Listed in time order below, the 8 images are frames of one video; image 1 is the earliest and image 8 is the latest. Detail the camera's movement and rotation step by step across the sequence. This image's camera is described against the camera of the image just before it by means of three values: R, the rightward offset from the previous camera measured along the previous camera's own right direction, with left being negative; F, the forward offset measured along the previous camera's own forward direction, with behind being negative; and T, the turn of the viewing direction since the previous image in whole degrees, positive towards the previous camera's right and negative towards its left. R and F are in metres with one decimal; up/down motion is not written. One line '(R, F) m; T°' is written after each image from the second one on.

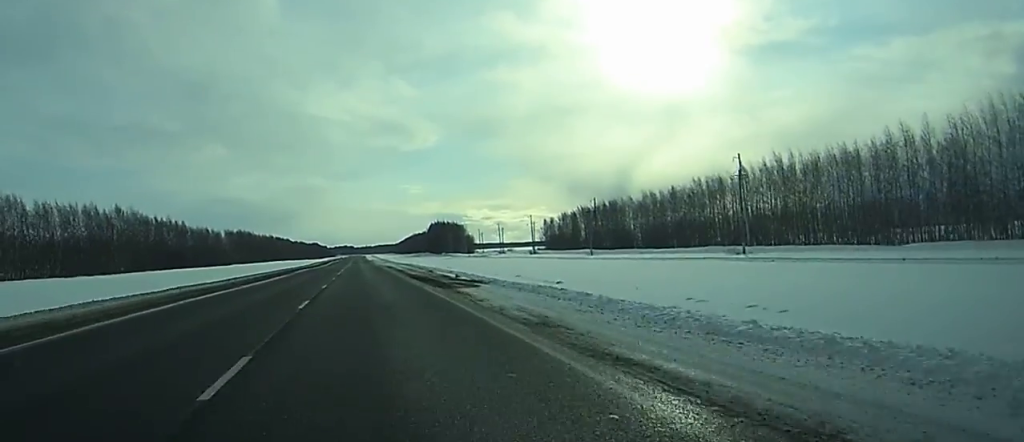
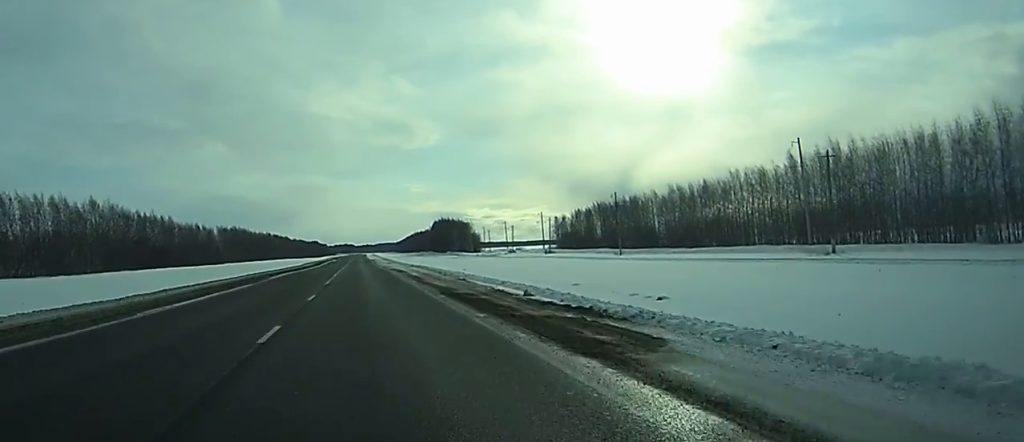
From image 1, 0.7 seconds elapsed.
(0.0, +19.2) m; 0°
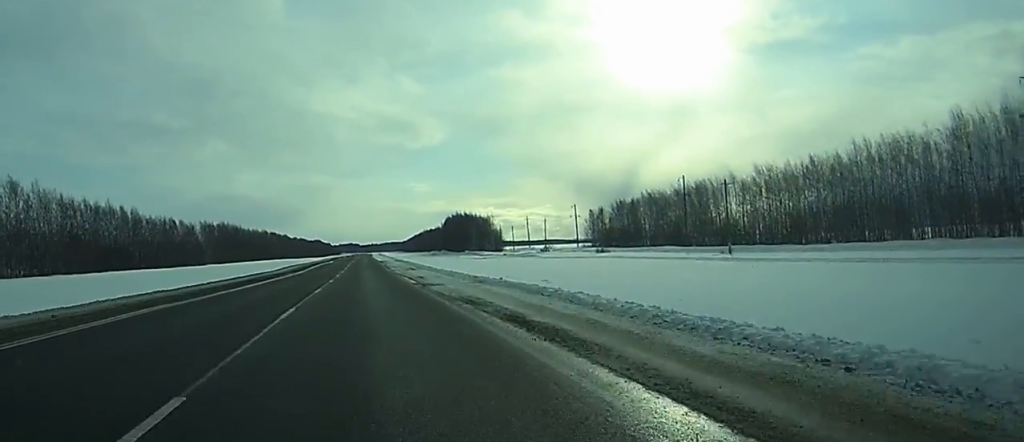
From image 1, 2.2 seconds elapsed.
(-0.1, +44.5) m; 0°
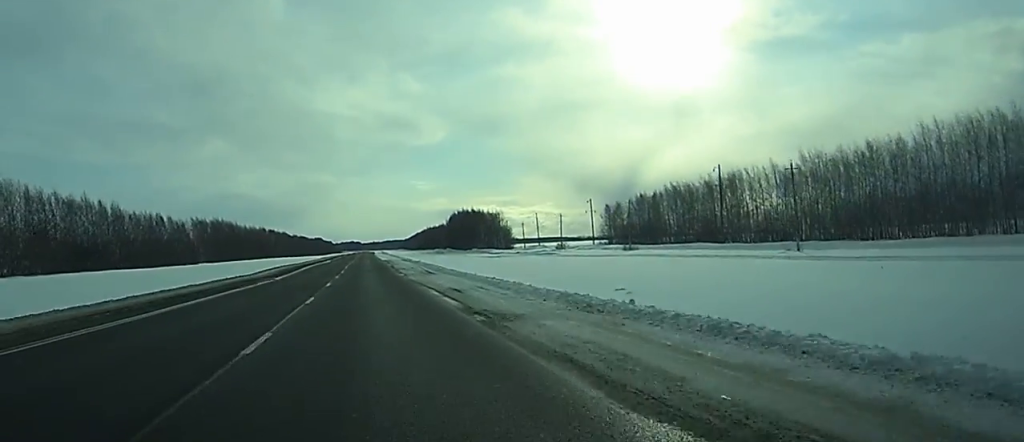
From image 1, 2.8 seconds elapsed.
(0.0, +17.5) m; 0°
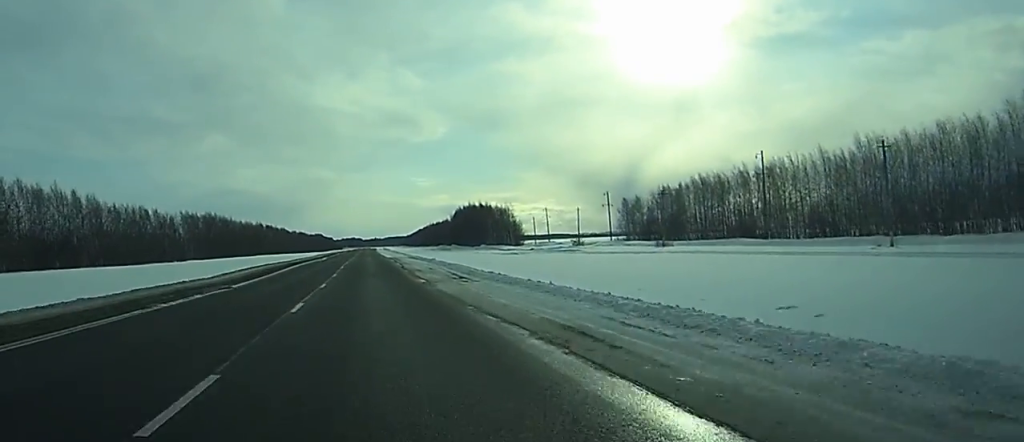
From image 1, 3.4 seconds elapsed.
(0.0, +17.5) m; 0°
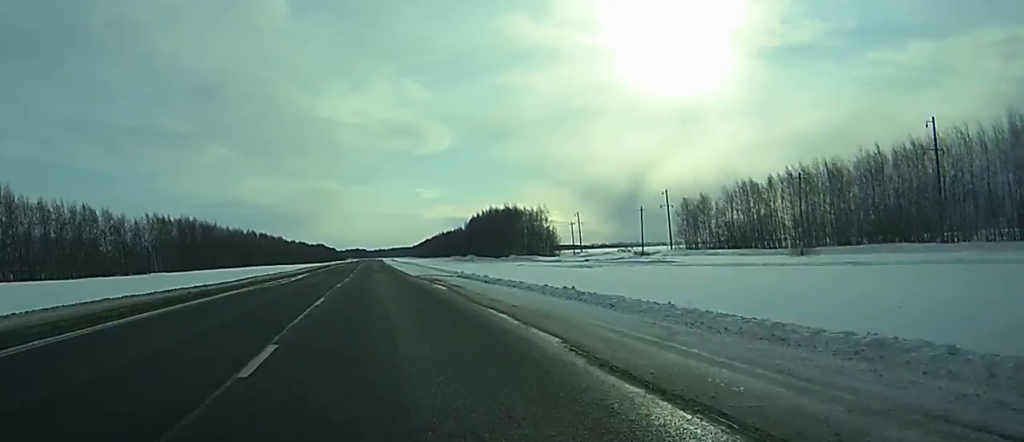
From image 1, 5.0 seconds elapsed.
(+0.1, +45.8) m; 0°
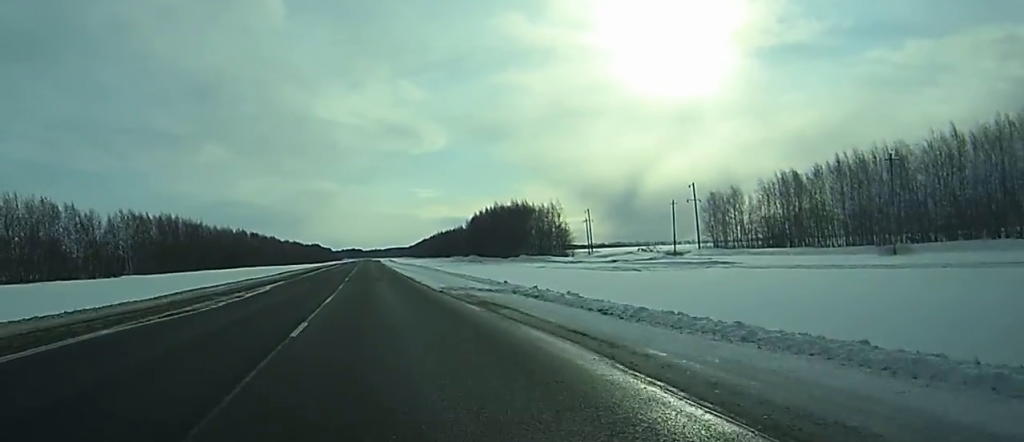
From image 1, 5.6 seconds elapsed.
(0.0, +19.4) m; 0°
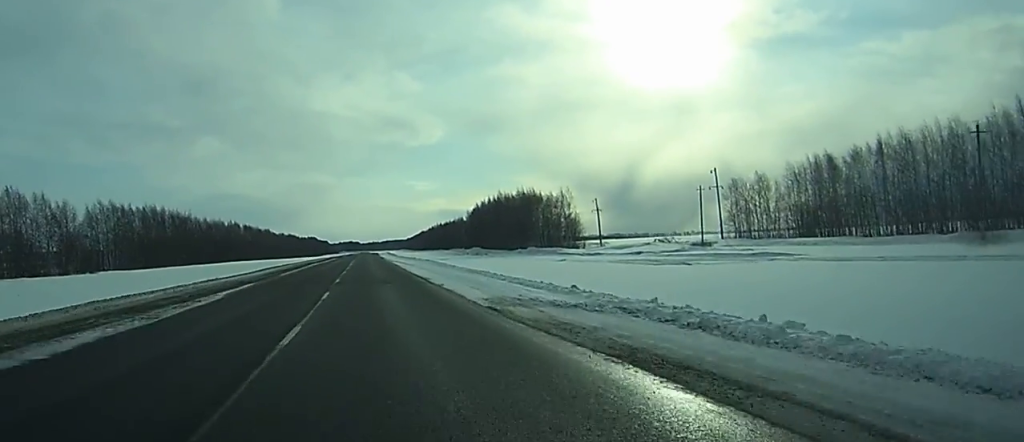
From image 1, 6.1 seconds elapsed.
(0.0, +13.6) m; 0°
